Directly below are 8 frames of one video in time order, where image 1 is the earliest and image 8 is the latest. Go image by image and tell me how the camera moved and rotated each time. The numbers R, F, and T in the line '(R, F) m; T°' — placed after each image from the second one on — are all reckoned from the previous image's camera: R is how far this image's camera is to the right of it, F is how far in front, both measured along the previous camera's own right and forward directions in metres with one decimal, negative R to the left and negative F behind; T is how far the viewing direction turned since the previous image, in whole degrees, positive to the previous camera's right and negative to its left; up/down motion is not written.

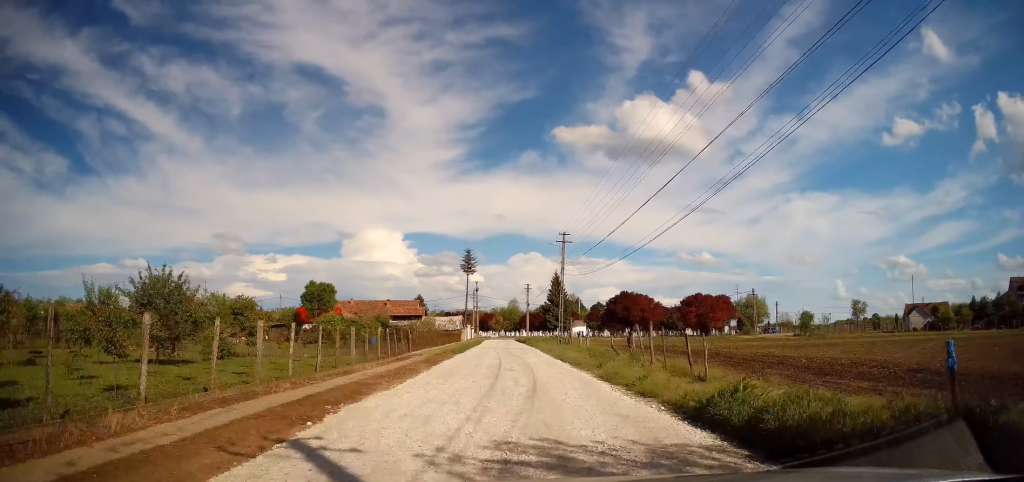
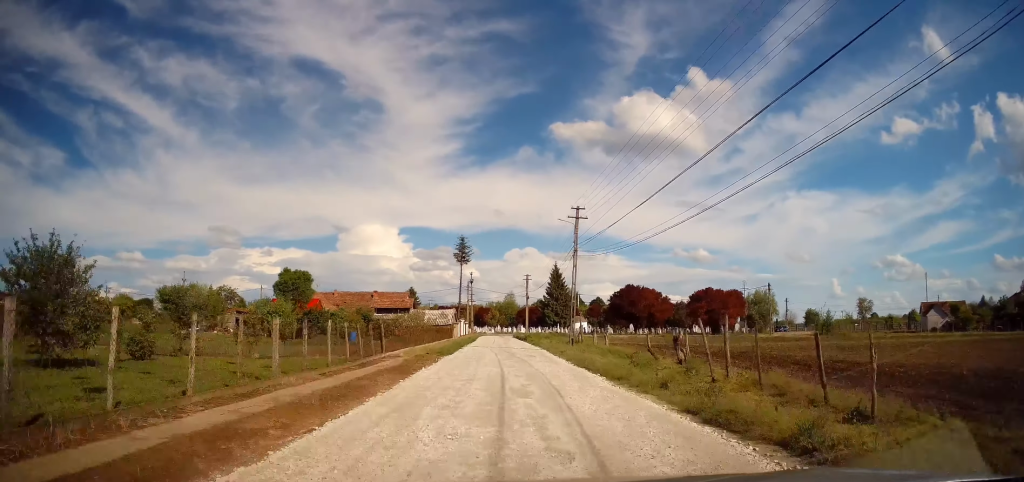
(-0.2, +7.0) m; 0°
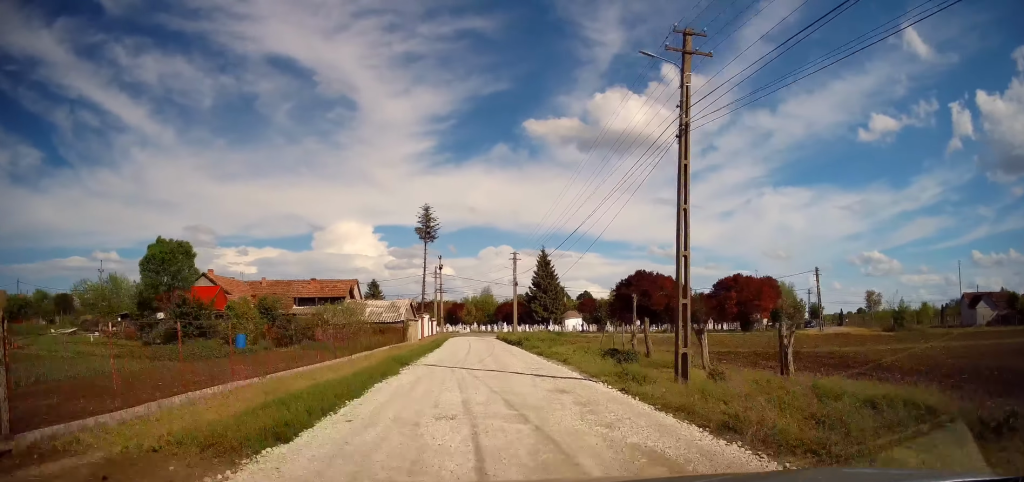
(+0.9, +19.5) m; +5°
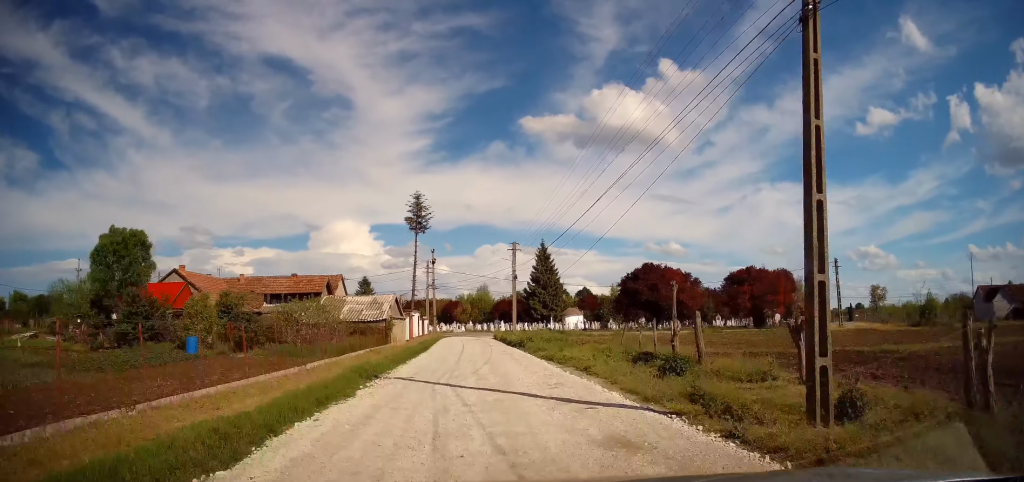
(+0.2, +5.0) m; 0°
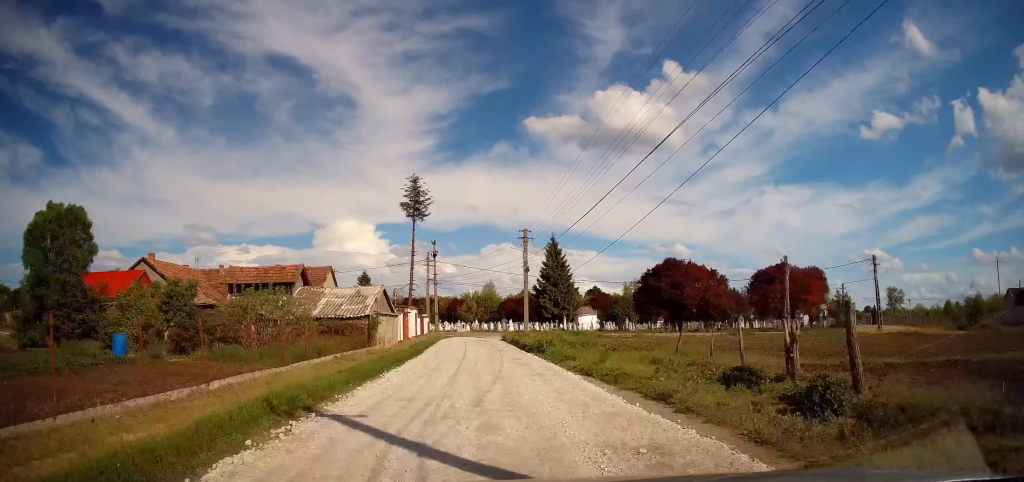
(-0.1, +6.1) m; -1°
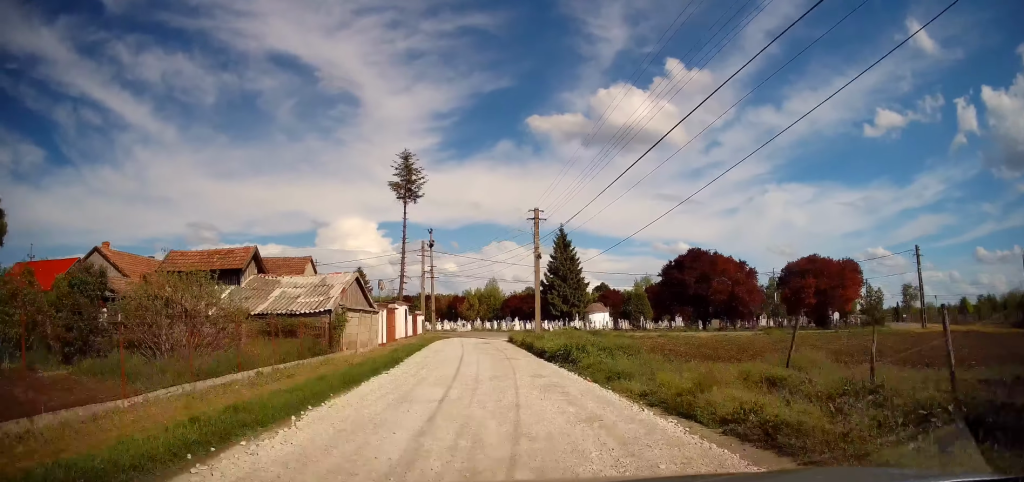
(-0.2, +6.6) m; -1°
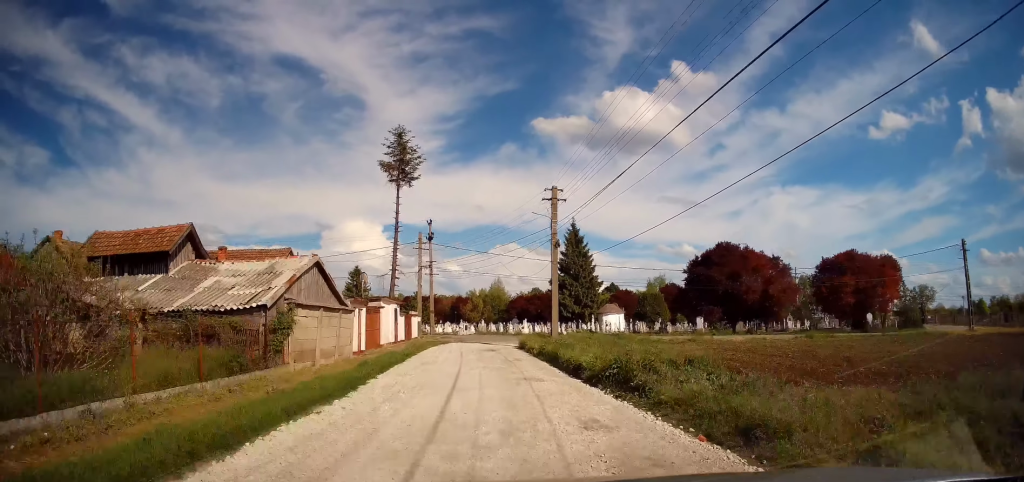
(-0.1, +5.9) m; +2°
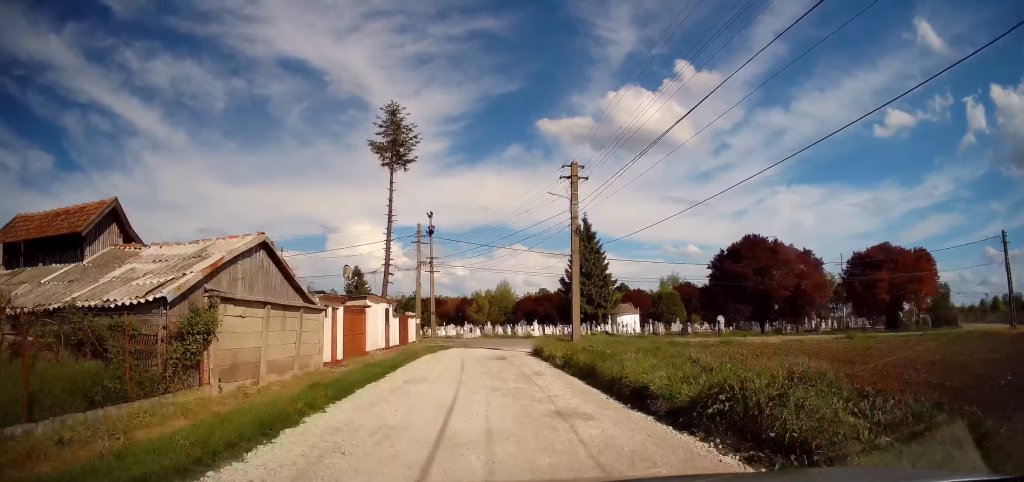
(+0.2, +4.4) m; 0°
